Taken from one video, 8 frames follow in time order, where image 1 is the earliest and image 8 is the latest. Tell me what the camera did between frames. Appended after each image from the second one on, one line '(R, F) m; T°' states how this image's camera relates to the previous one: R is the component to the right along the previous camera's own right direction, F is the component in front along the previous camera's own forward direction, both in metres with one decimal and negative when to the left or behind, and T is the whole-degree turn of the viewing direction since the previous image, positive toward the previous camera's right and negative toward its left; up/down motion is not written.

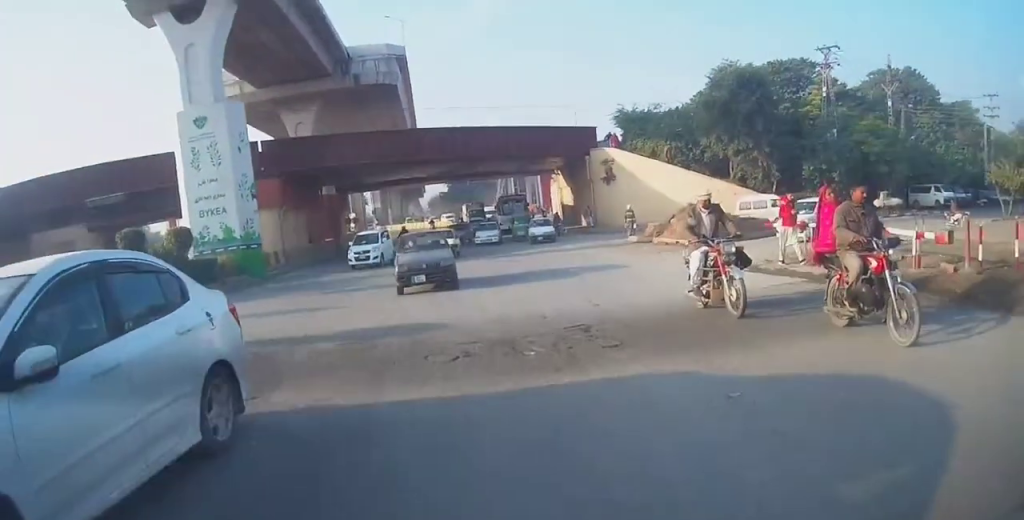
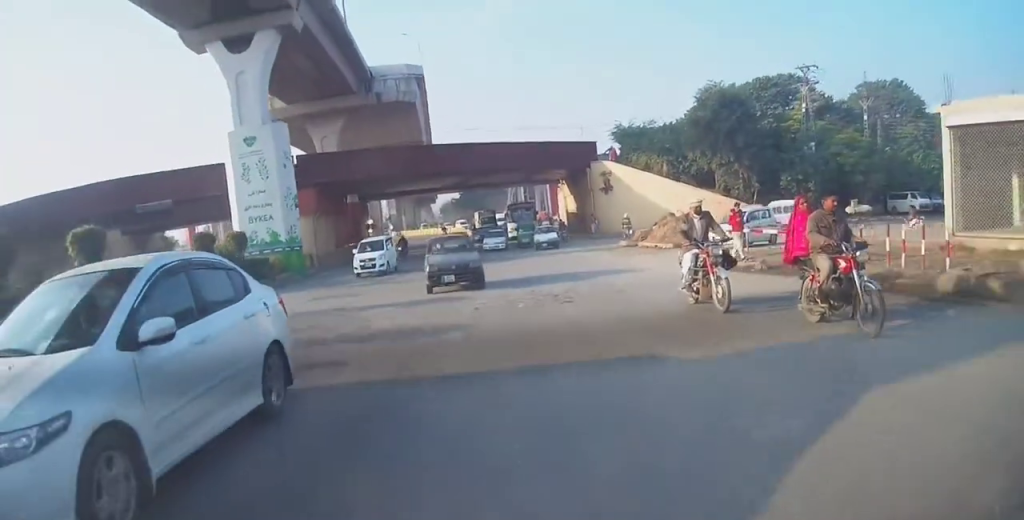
(0.0, +5.1) m; -2°
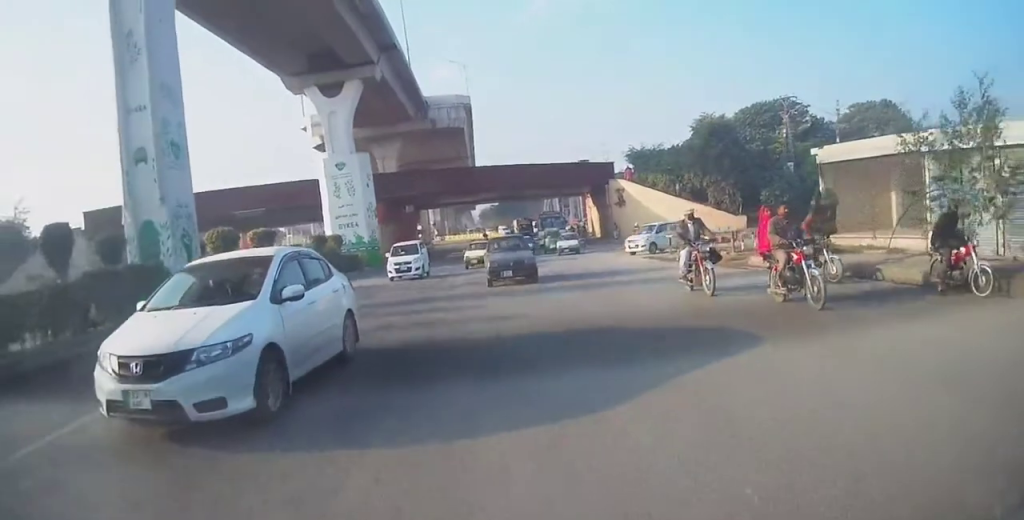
(-0.4, +10.7) m; -5°
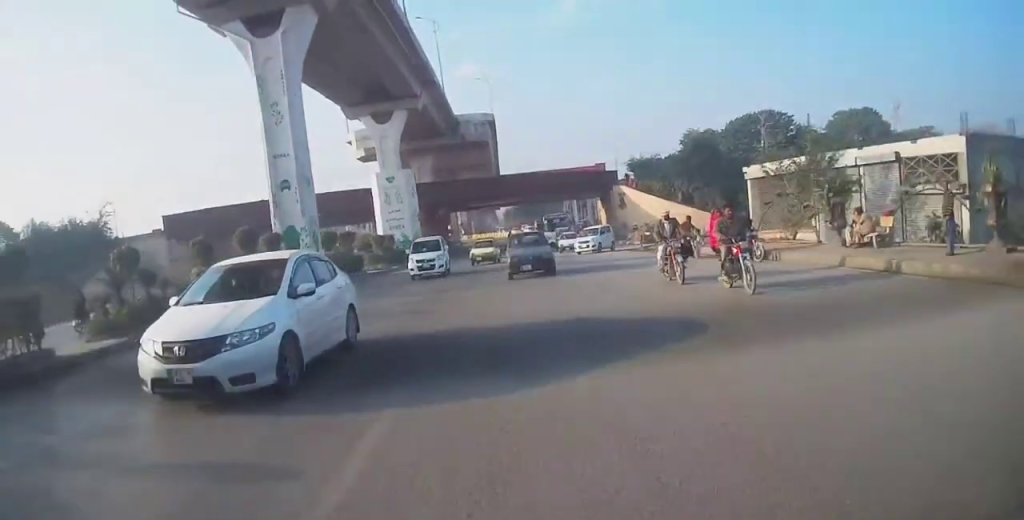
(-0.4, +10.5) m; -2°
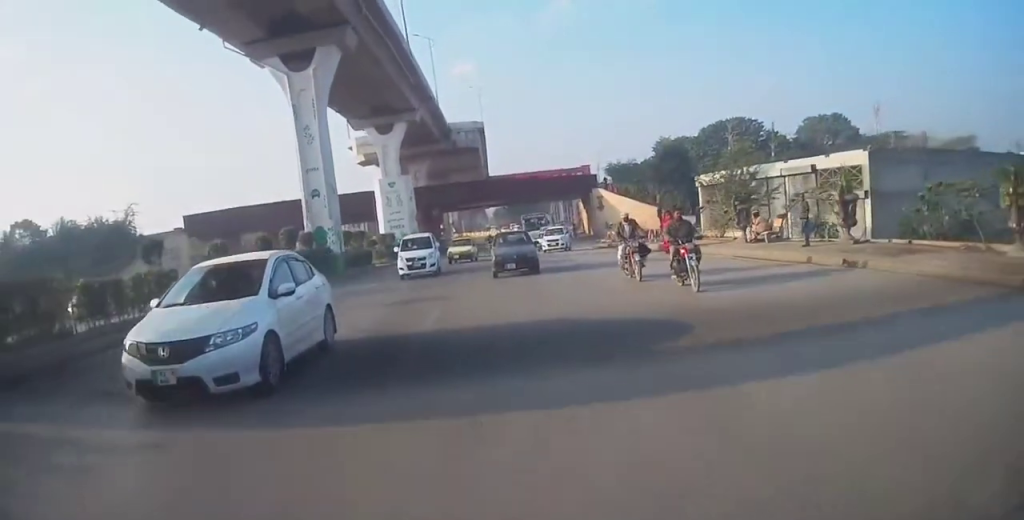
(0.0, +6.7) m; +1°
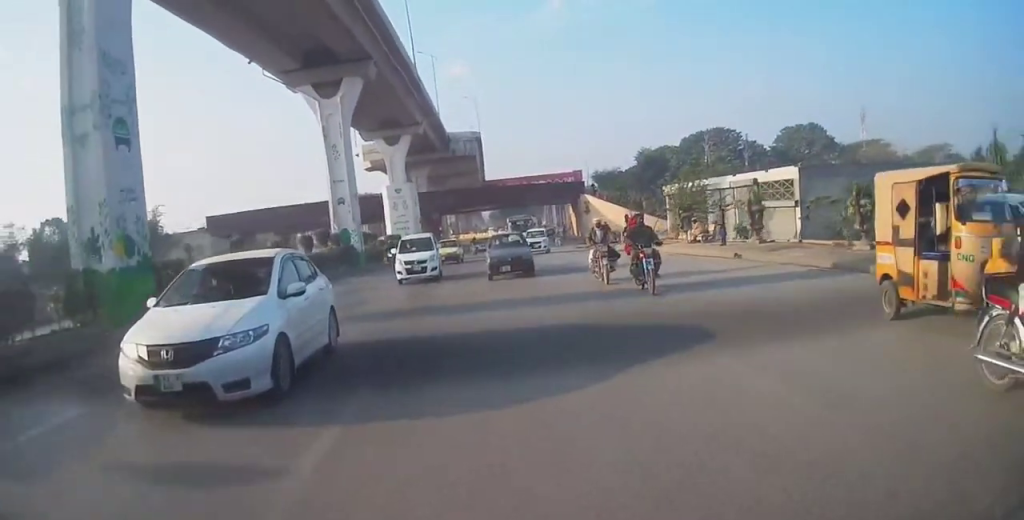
(+0.2, +6.9) m; +1°
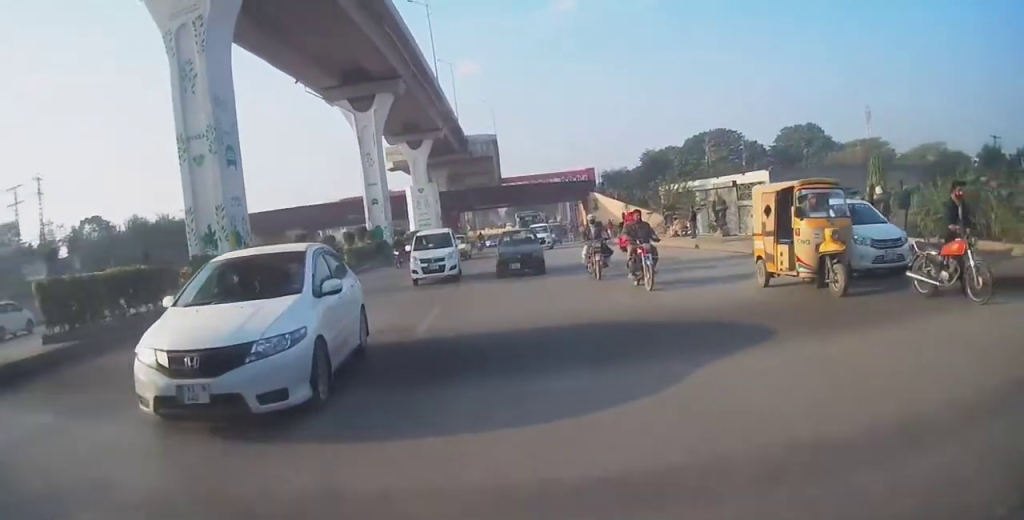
(+0.1, +6.3) m; -1°
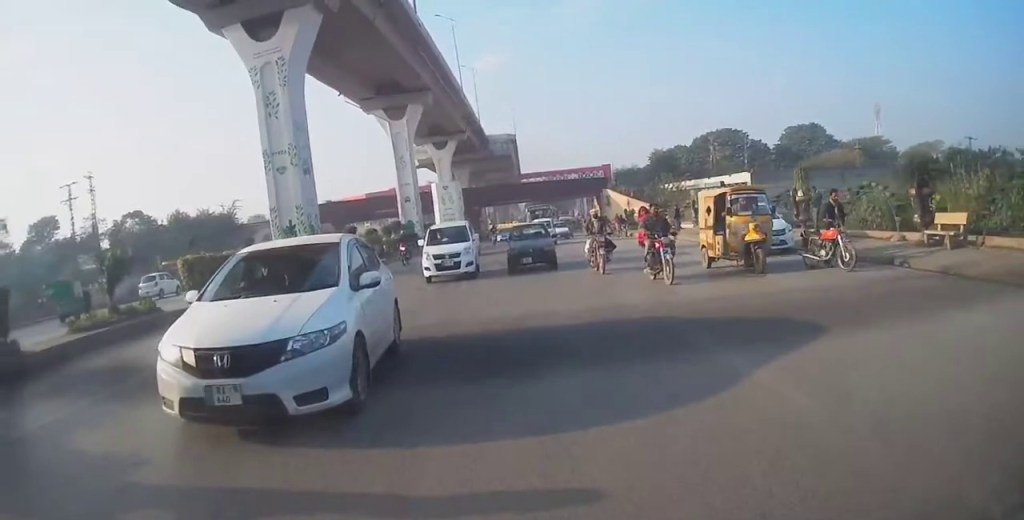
(-0.2, +6.7) m; -4°
